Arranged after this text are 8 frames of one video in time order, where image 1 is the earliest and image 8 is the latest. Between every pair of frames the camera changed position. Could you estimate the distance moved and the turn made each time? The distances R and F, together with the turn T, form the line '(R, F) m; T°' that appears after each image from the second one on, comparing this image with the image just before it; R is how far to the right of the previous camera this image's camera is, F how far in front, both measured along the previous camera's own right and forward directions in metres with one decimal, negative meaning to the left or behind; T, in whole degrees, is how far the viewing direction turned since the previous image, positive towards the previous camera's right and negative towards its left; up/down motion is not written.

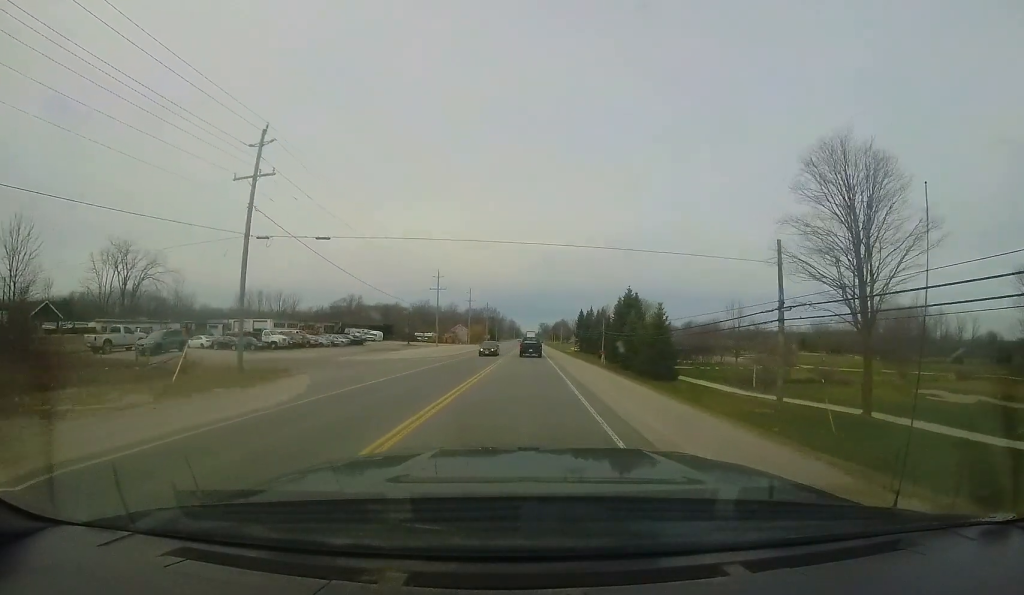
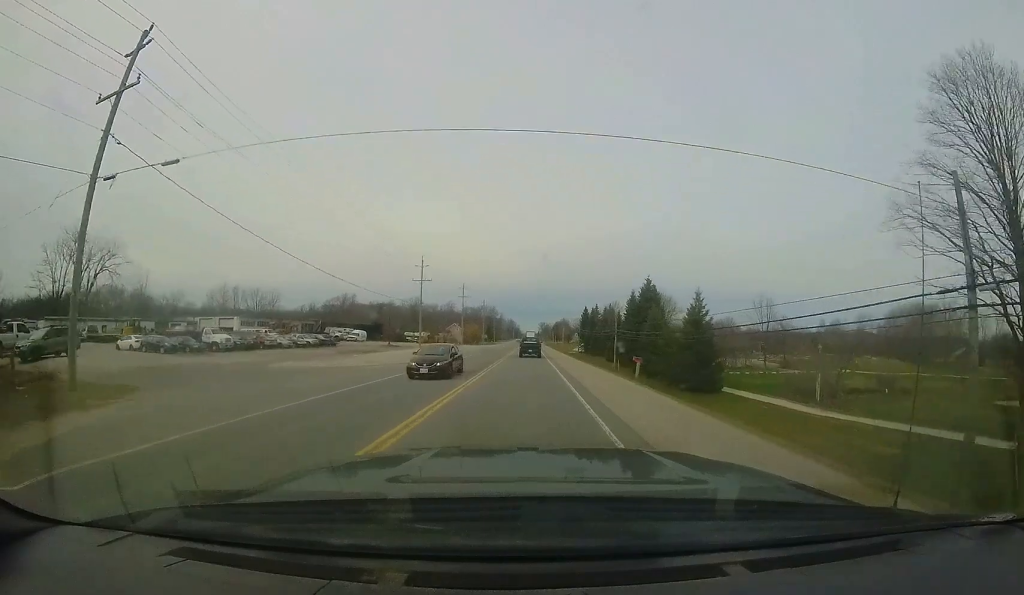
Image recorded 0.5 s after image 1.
(+0.1, +9.6) m; 0°
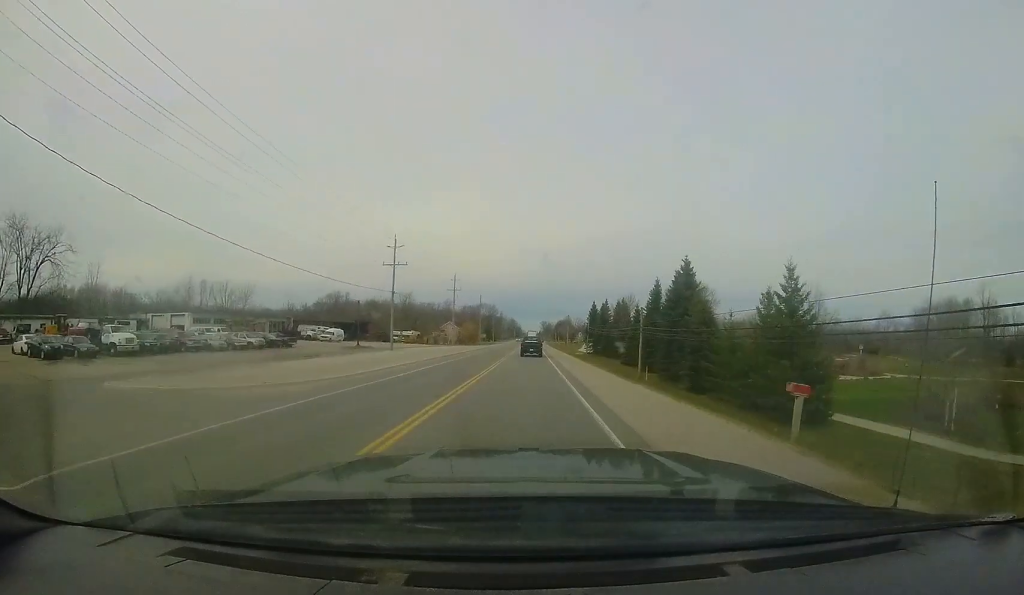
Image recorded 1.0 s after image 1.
(+0.2, +11.7) m; 0°
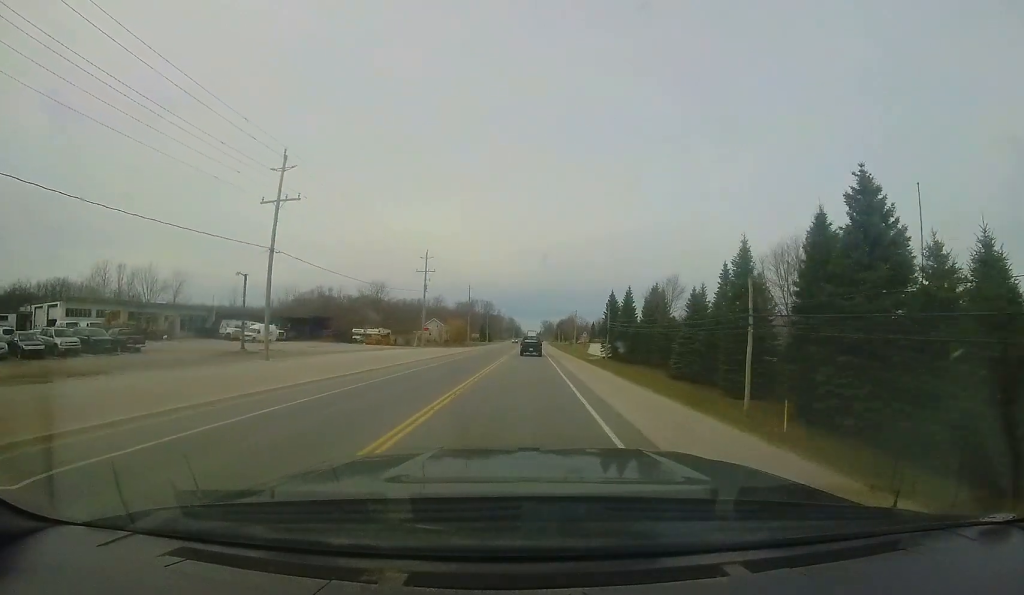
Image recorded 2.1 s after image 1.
(-0.2, +21.5) m; 0°
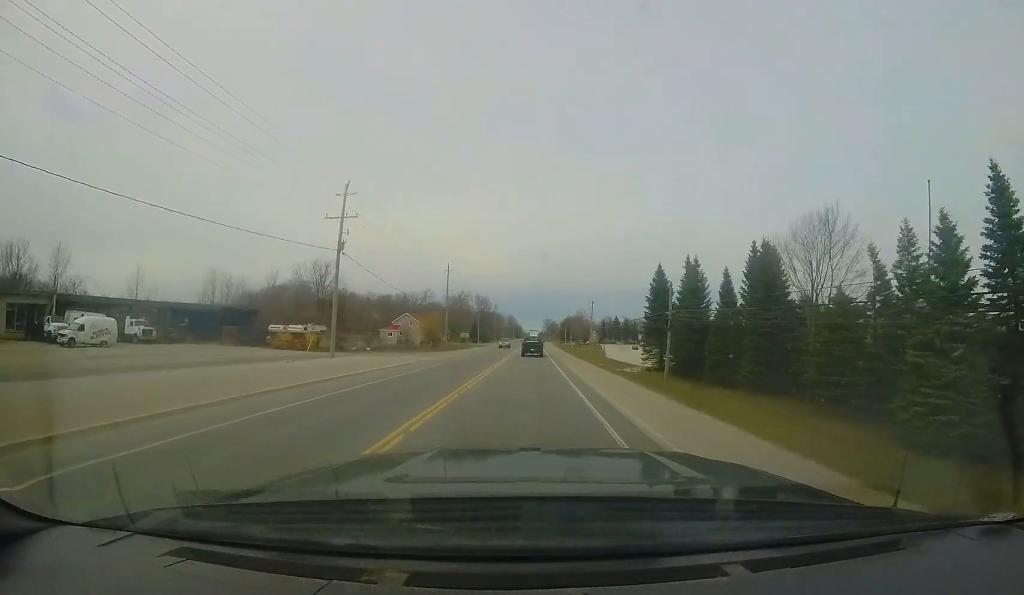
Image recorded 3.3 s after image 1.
(+0.3, +26.6) m; 0°
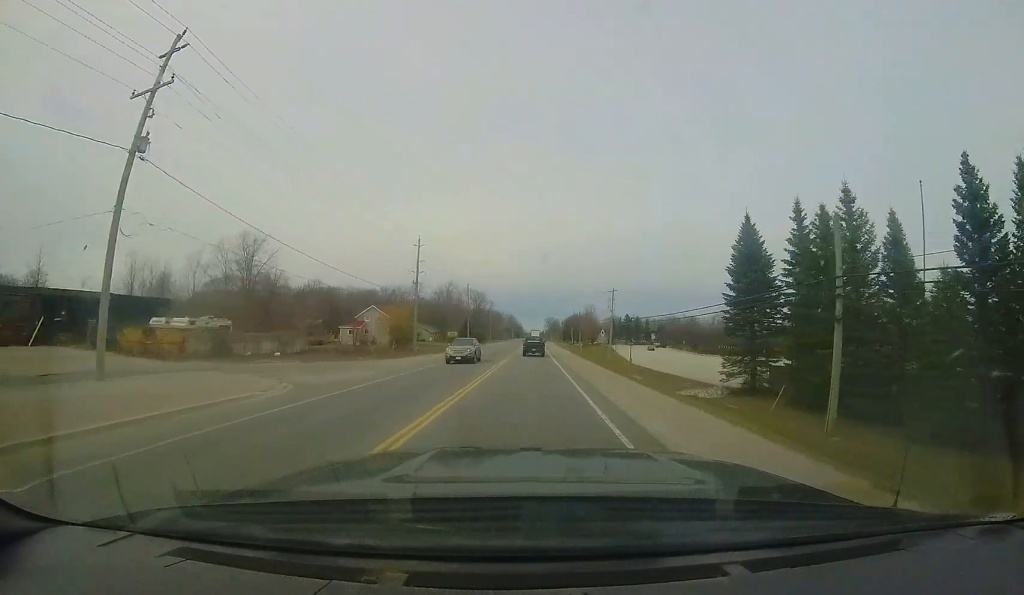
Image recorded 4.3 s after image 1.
(-0.3, +19.7) m; -2°
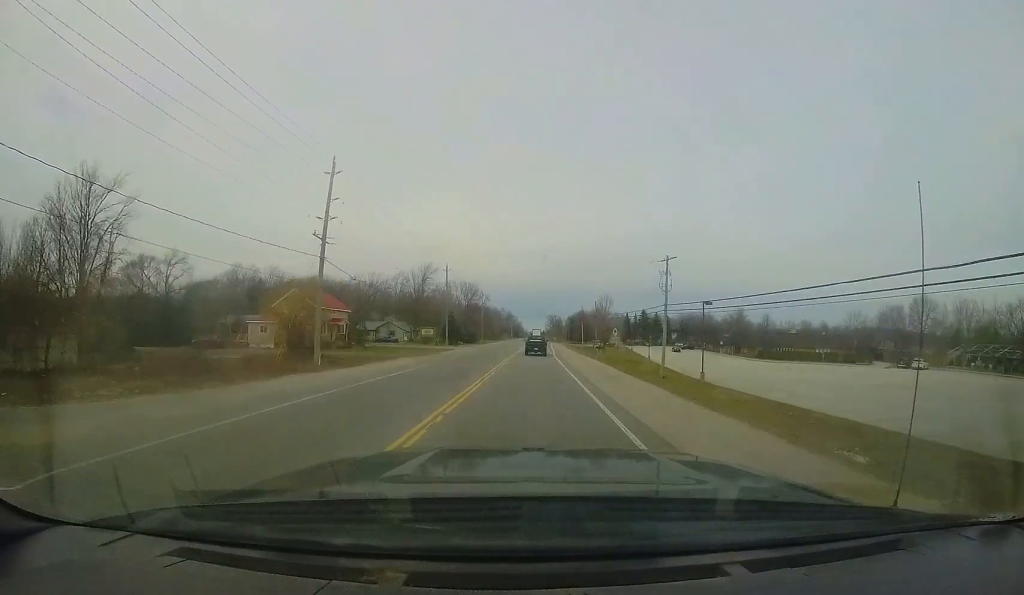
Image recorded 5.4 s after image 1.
(-0.2, +24.7) m; 0°
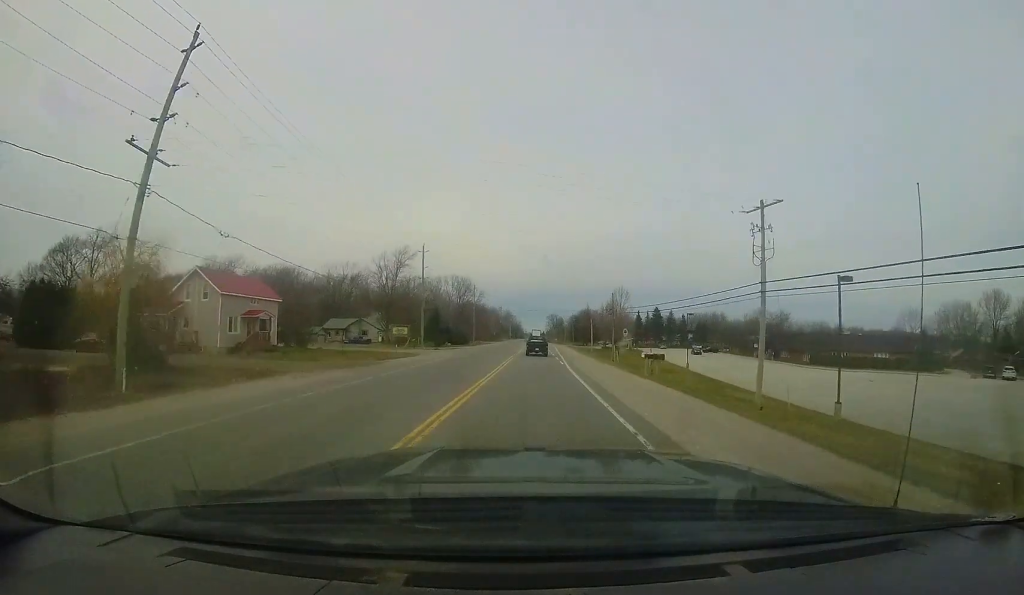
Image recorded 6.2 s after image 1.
(+0.1, +16.2) m; 0°
